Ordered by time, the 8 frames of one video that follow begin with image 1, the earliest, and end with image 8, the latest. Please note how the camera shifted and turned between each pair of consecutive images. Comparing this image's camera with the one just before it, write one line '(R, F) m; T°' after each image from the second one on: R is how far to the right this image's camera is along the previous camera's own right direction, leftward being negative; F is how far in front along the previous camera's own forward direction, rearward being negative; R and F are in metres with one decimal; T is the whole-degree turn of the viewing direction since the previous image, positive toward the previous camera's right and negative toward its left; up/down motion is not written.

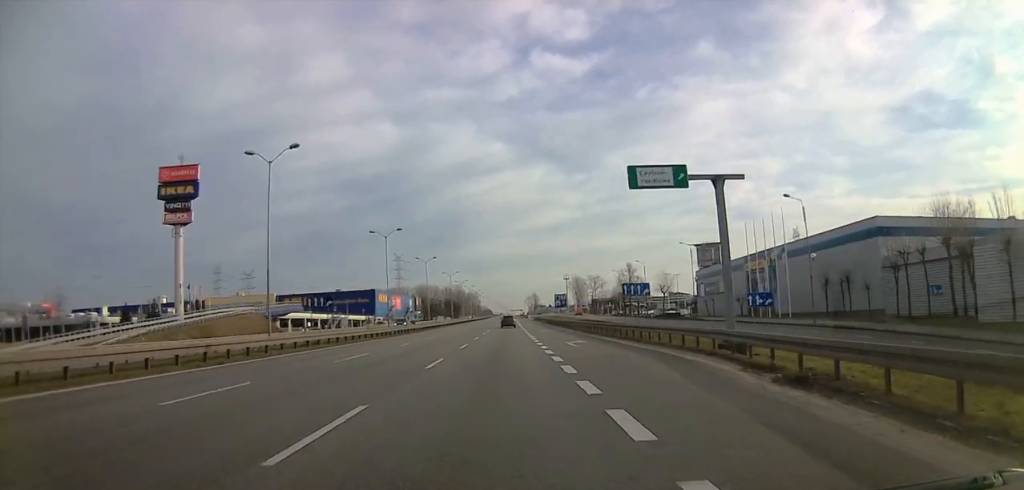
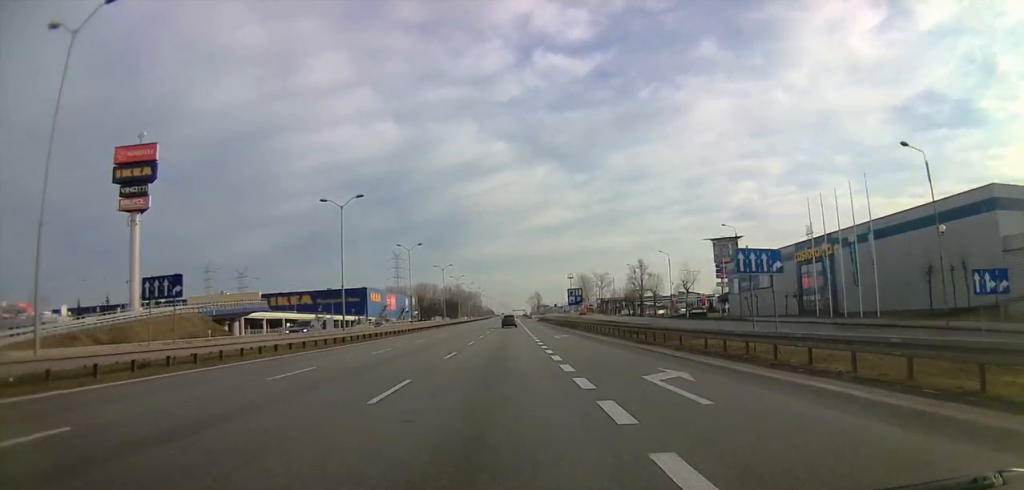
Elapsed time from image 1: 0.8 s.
(+0.1, +19.9) m; -1°
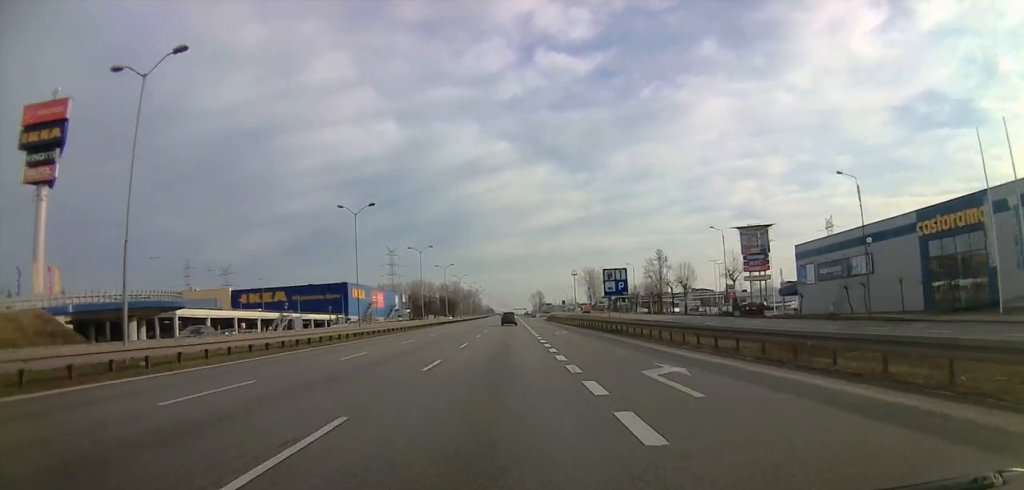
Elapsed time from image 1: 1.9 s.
(-0.6, +28.3) m; -1°
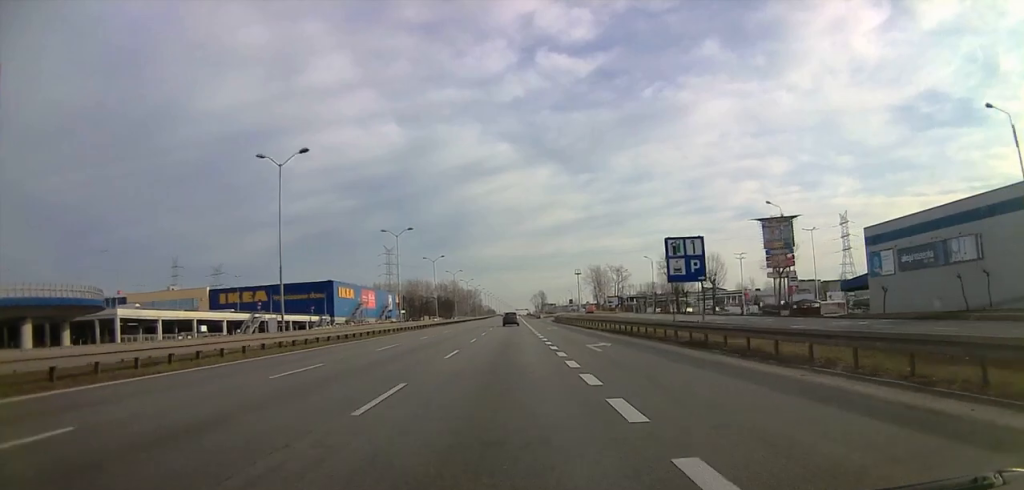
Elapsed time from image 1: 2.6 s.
(+0.1, +18.9) m; 0°
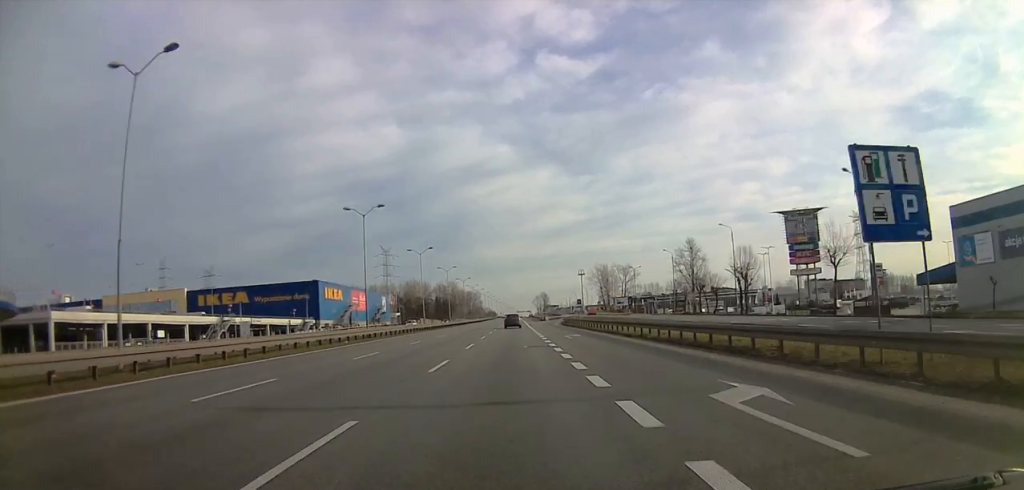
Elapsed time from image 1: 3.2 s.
(+0.1, +16.3) m; 0°
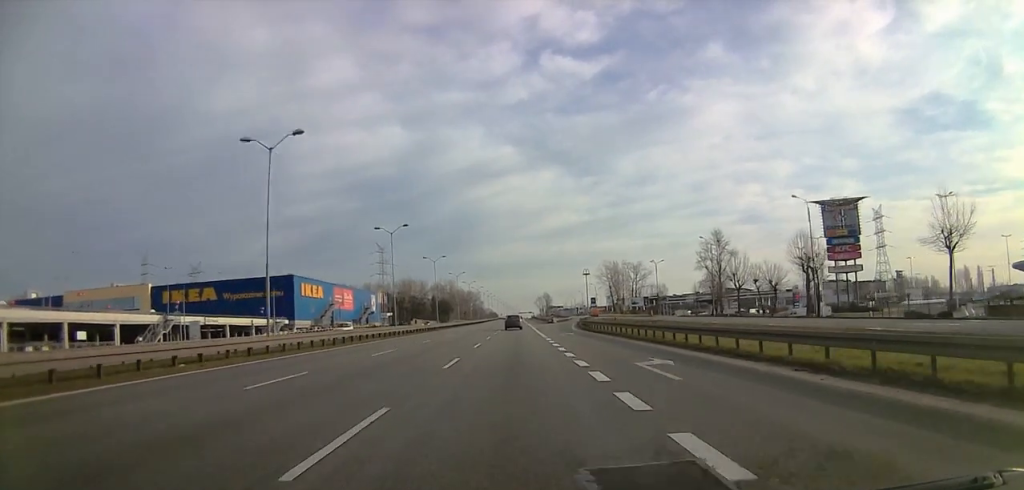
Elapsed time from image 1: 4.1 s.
(+0.1, +22.3) m; -1°
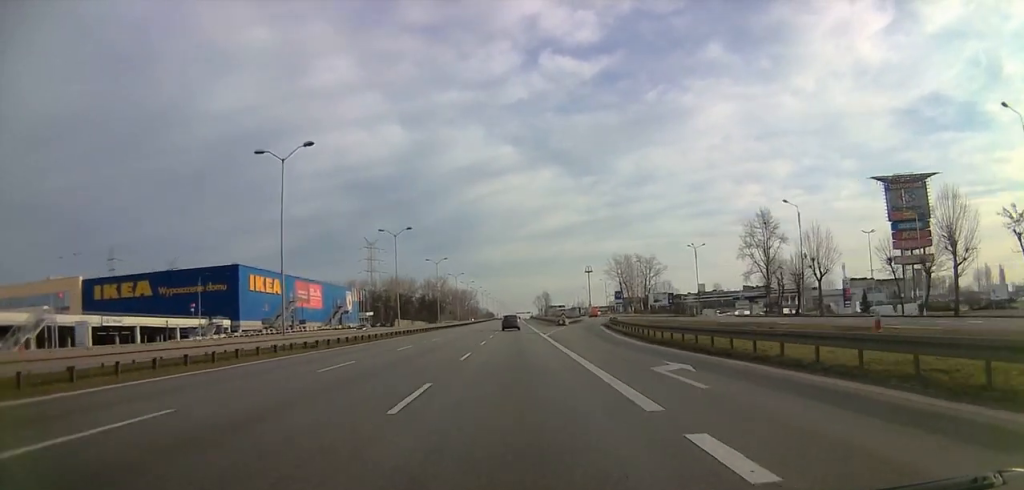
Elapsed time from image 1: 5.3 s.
(-0.4, +31.5) m; 0°
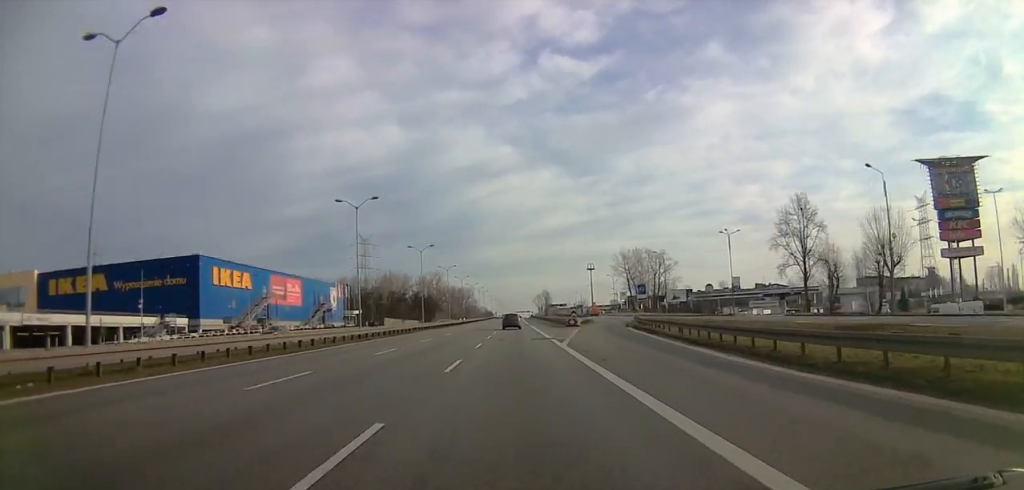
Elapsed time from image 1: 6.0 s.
(+0.2, +16.9) m; +1°
